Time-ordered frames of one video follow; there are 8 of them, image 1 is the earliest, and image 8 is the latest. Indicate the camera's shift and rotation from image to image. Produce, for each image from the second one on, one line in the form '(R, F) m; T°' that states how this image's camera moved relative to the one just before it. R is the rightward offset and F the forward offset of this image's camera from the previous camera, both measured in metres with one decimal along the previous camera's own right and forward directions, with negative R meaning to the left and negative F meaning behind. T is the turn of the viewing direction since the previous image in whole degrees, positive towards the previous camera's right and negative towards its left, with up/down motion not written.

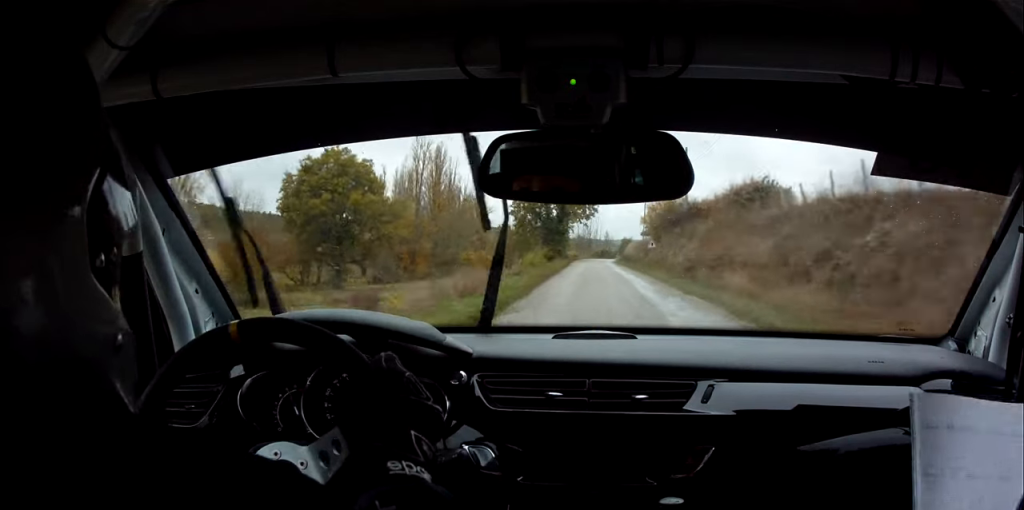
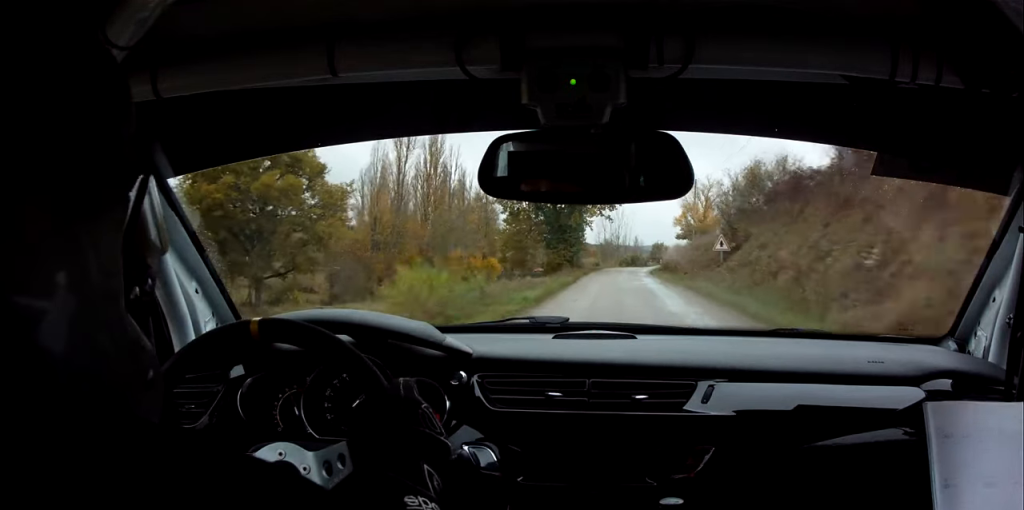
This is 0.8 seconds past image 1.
(-1.0, +32.9) m; -1°
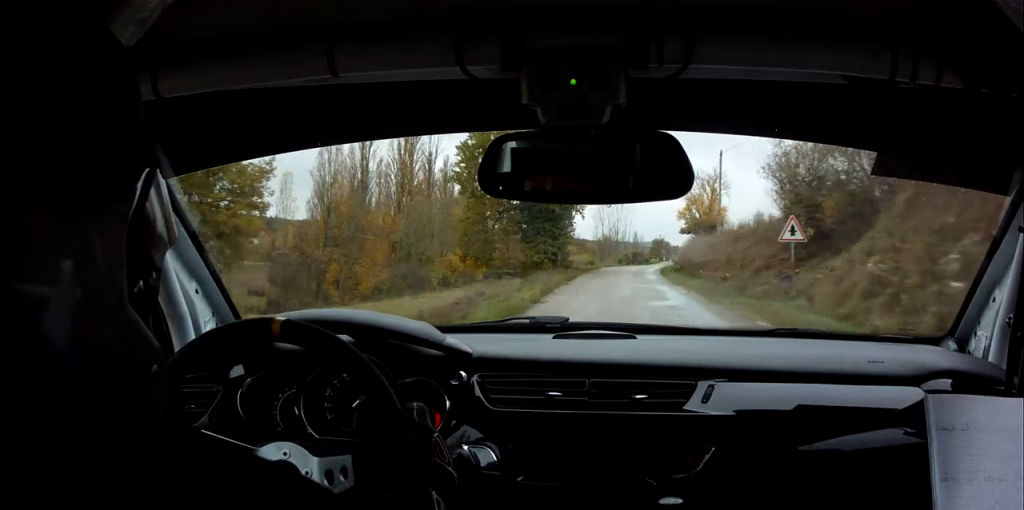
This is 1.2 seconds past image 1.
(+0.2, +17.6) m; +1°
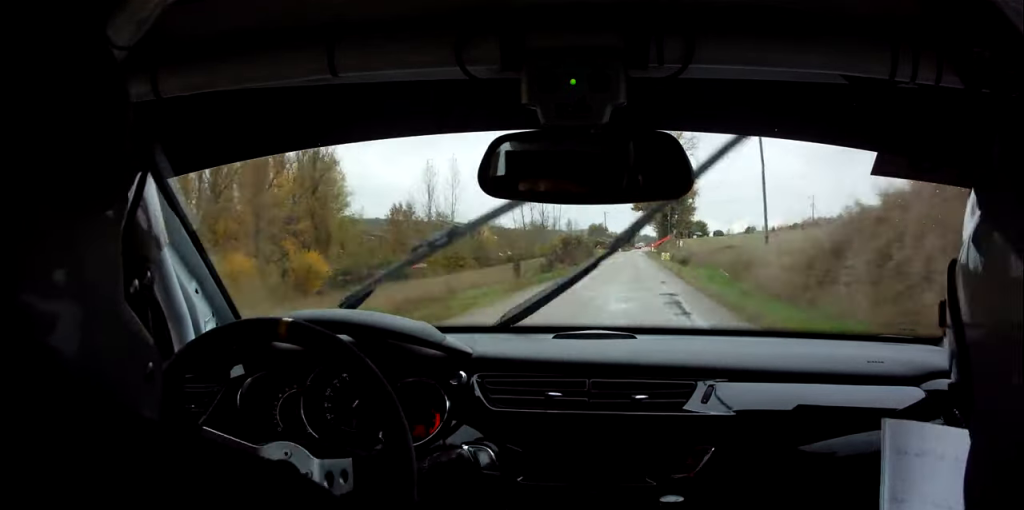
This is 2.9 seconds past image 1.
(+2.1, +62.7) m; +4°
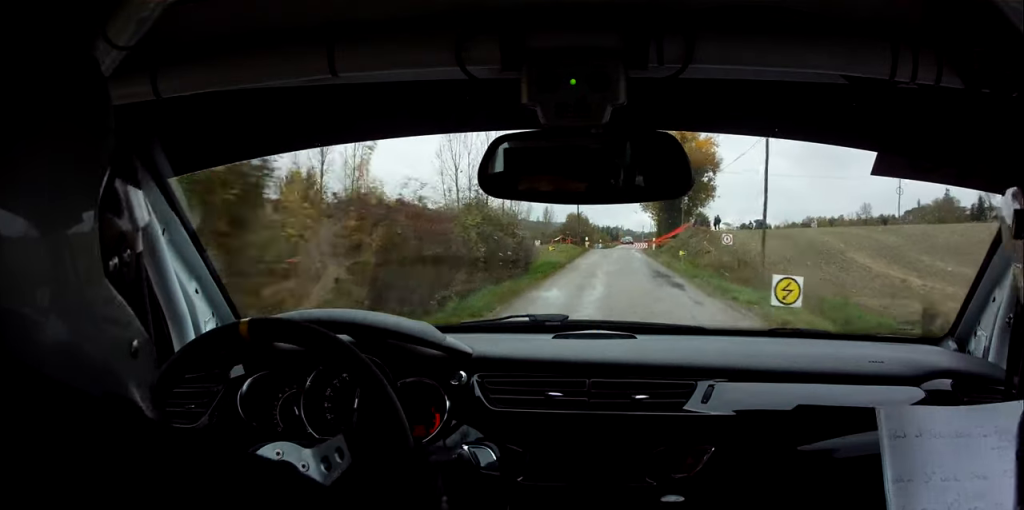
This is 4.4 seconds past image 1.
(+0.3, +48.2) m; 0°
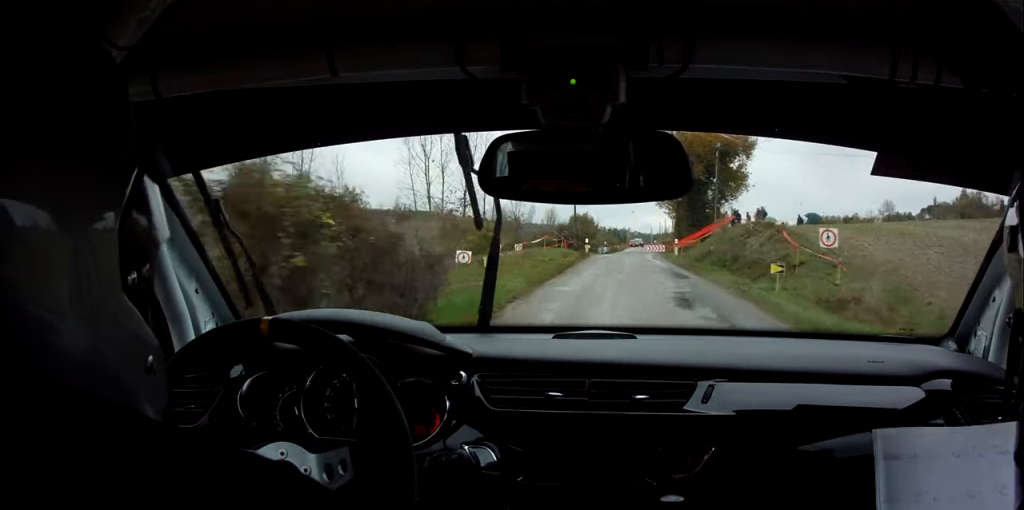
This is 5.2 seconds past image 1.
(-0.1, +18.9) m; 0°
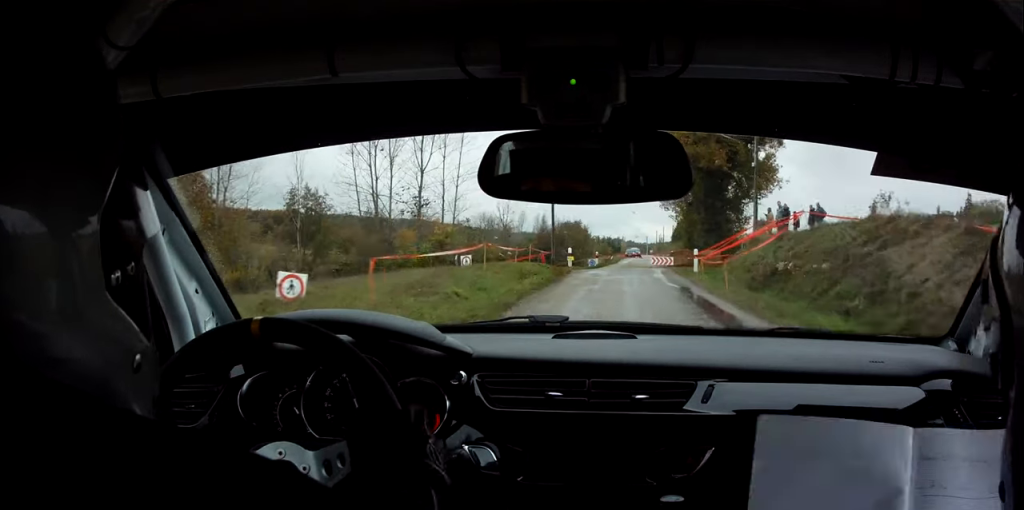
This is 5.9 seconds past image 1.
(0.0, +16.6) m; 0°
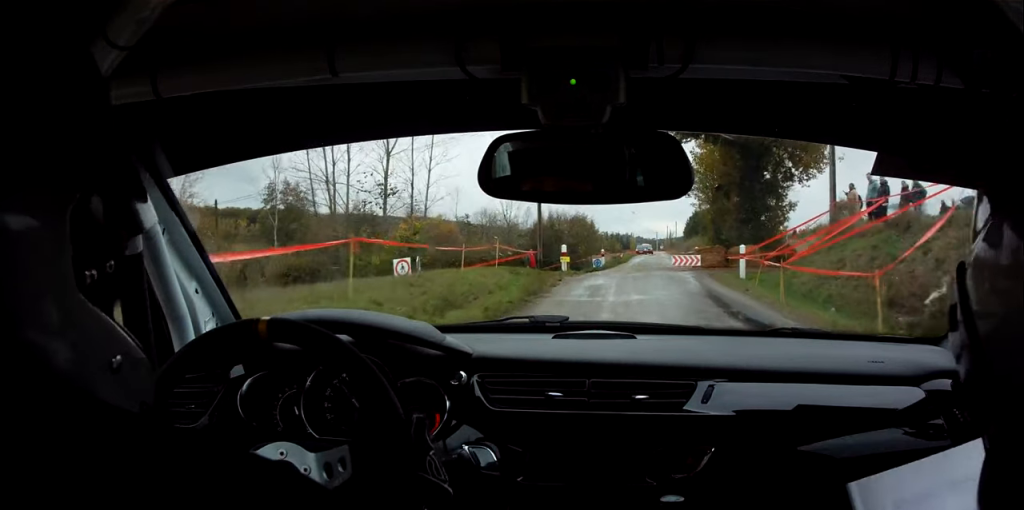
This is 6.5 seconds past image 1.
(0.0, +11.3) m; +1°
